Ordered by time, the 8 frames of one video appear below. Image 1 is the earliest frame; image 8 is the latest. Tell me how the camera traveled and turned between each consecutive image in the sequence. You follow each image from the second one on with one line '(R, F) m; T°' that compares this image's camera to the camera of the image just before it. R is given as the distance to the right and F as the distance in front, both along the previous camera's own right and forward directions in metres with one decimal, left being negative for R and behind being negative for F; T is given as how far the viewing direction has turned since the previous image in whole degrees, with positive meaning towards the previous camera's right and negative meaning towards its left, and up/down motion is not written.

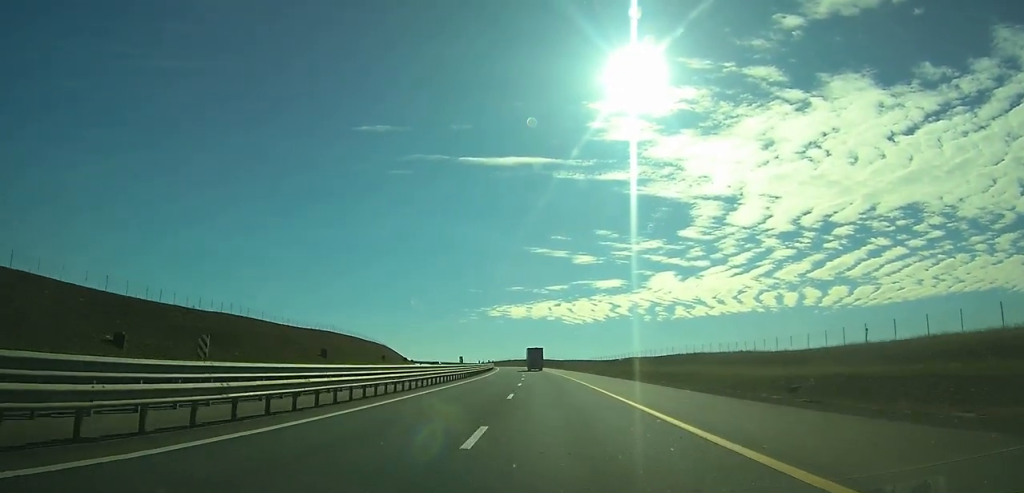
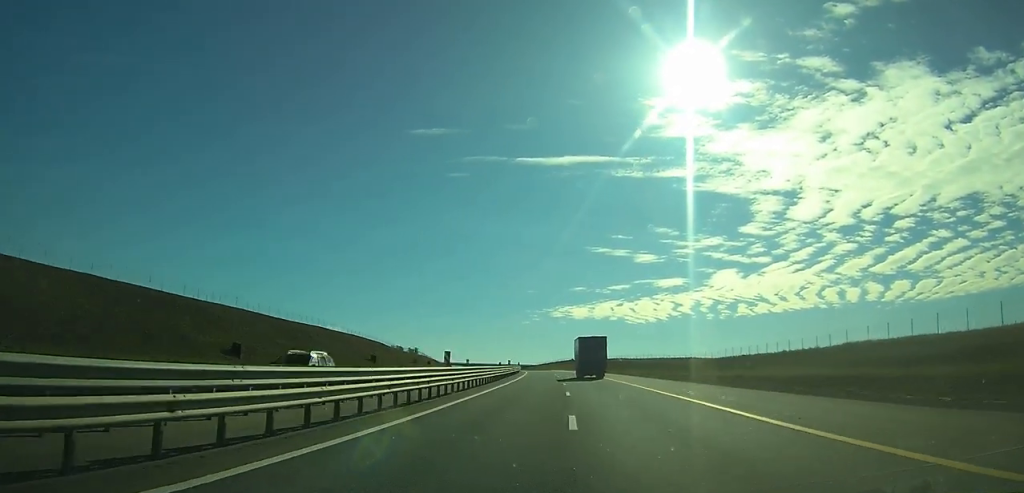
(-4.8, +104.4) m; -5°
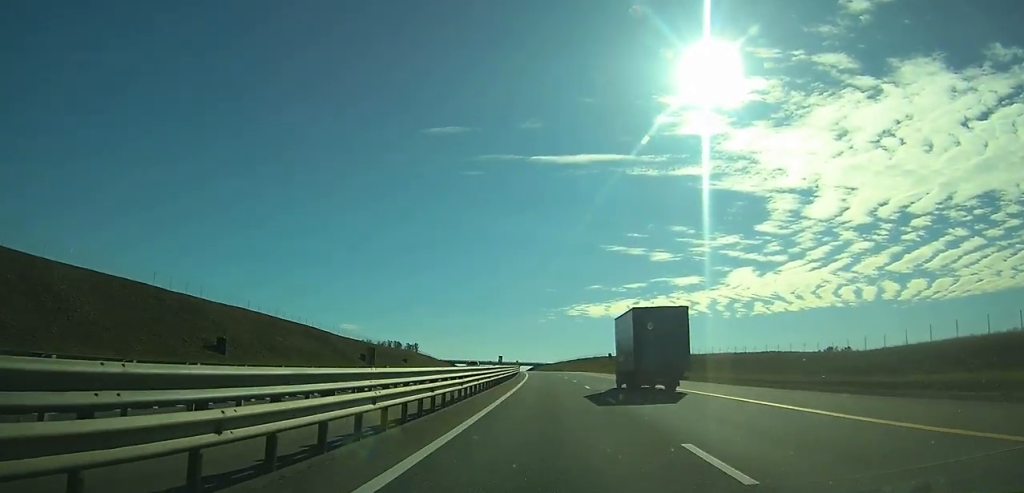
(-1.6, +63.6) m; -2°
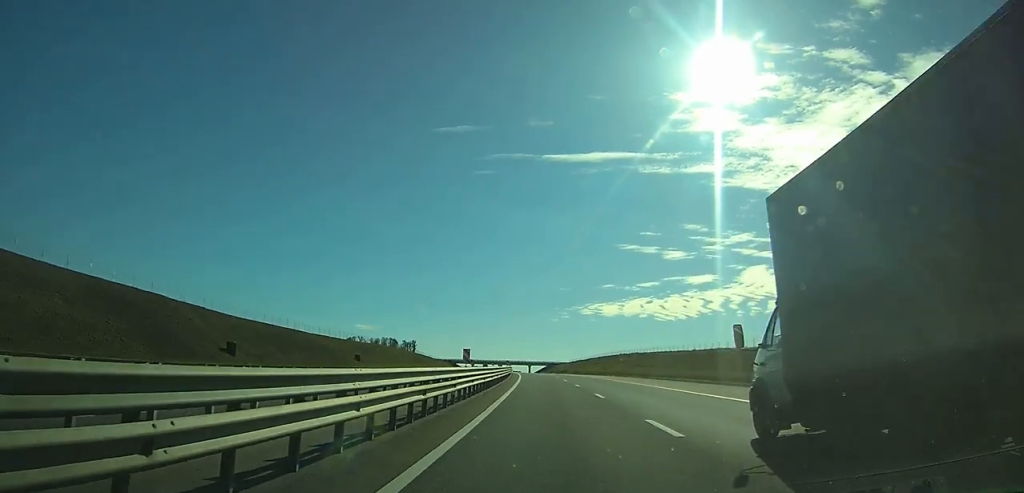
(-0.7, +54.3) m; -2°
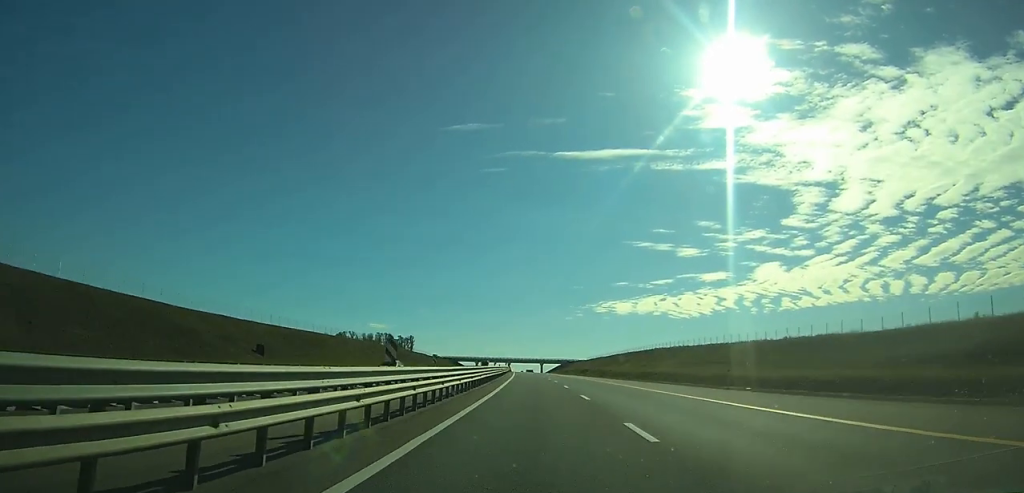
(-0.6, +47.2) m; -1°
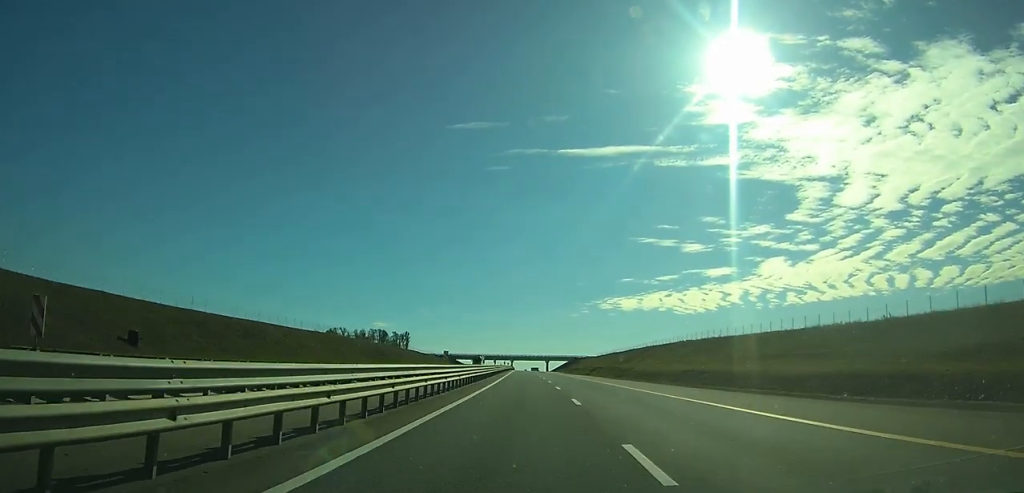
(0.0, +26.6) m; -1°
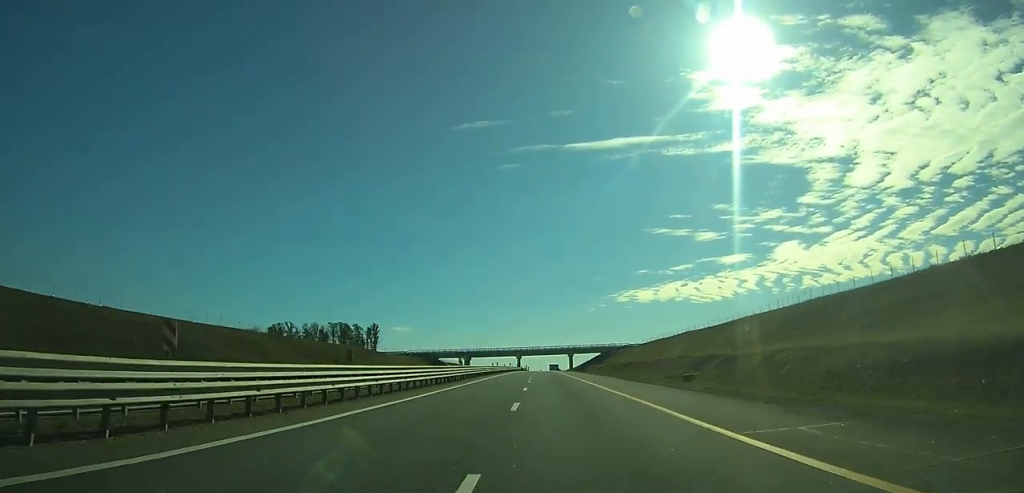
(-2.0, +96.3) m; -2°
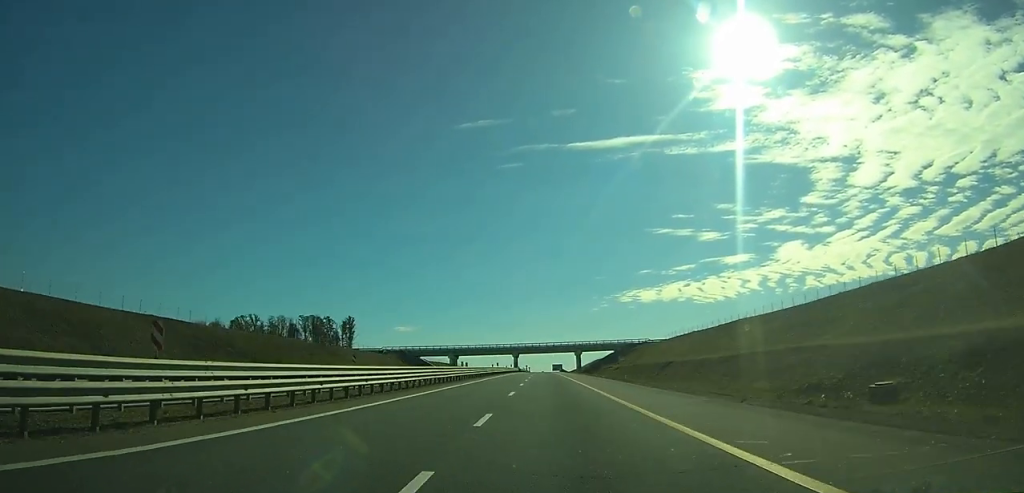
(-0.1, +35.1) m; 0°
